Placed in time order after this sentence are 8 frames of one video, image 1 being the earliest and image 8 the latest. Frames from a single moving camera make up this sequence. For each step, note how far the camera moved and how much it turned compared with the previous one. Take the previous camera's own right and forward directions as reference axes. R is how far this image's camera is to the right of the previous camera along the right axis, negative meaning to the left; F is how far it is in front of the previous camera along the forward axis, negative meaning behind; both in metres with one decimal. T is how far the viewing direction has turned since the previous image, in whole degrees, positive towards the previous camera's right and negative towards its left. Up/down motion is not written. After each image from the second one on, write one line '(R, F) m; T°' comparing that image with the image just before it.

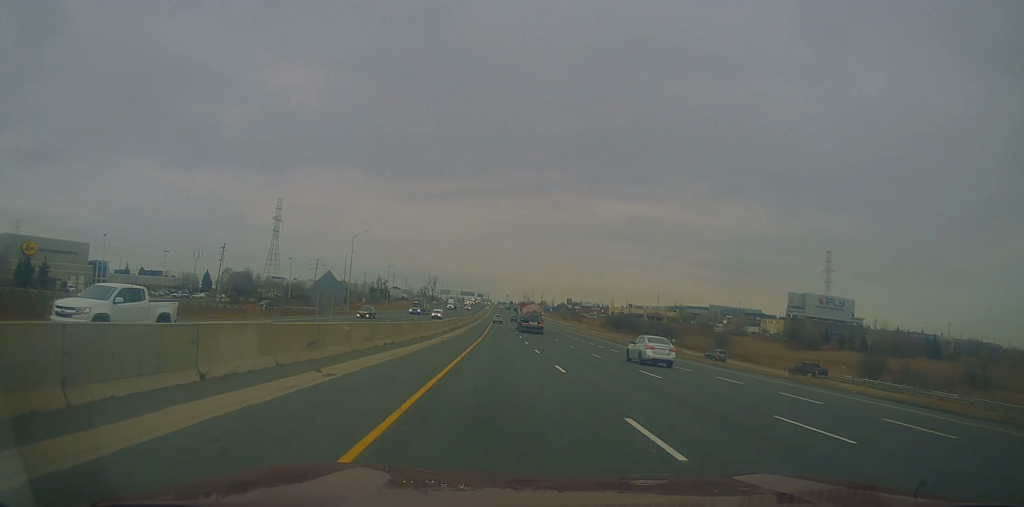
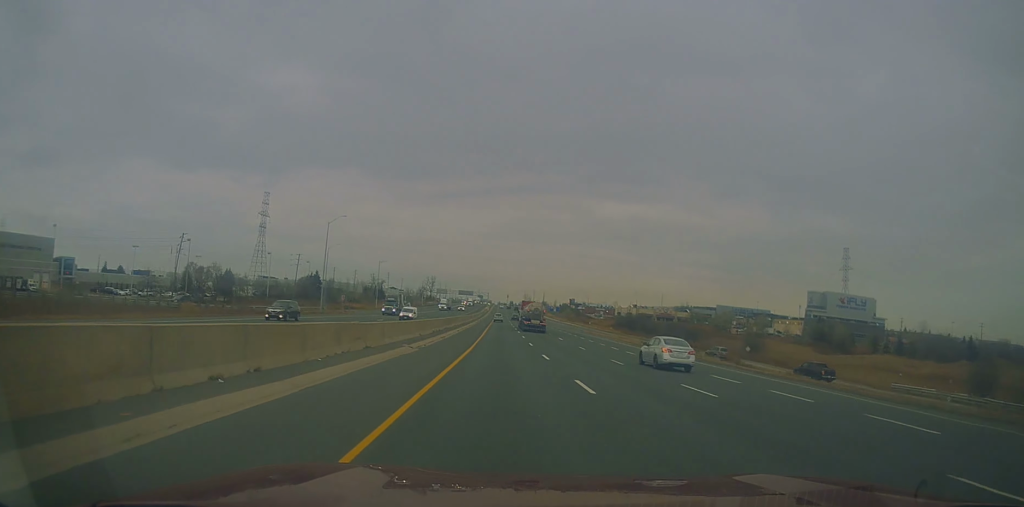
(-0.2, +17.8) m; 0°
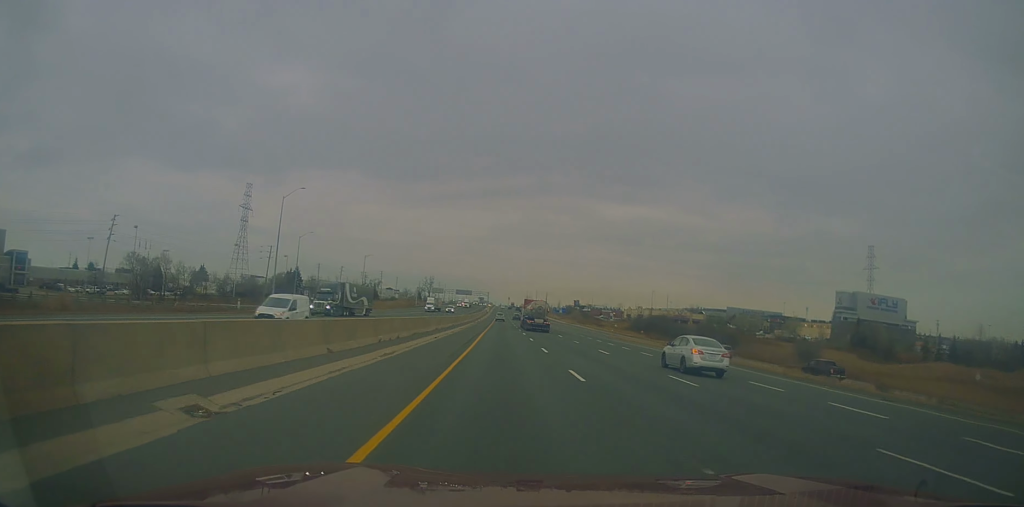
(0.0, +22.2) m; 0°
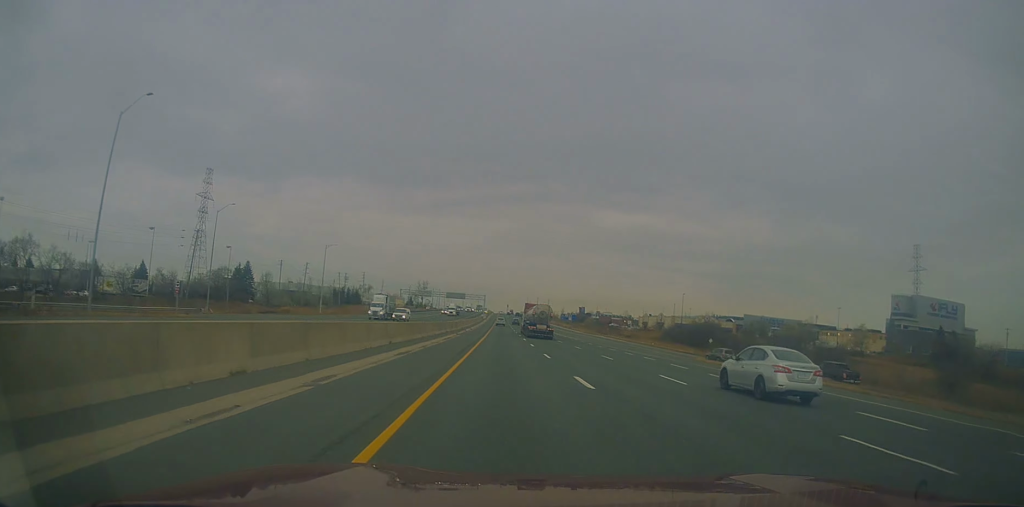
(+0.2, +37.9) m; 0°
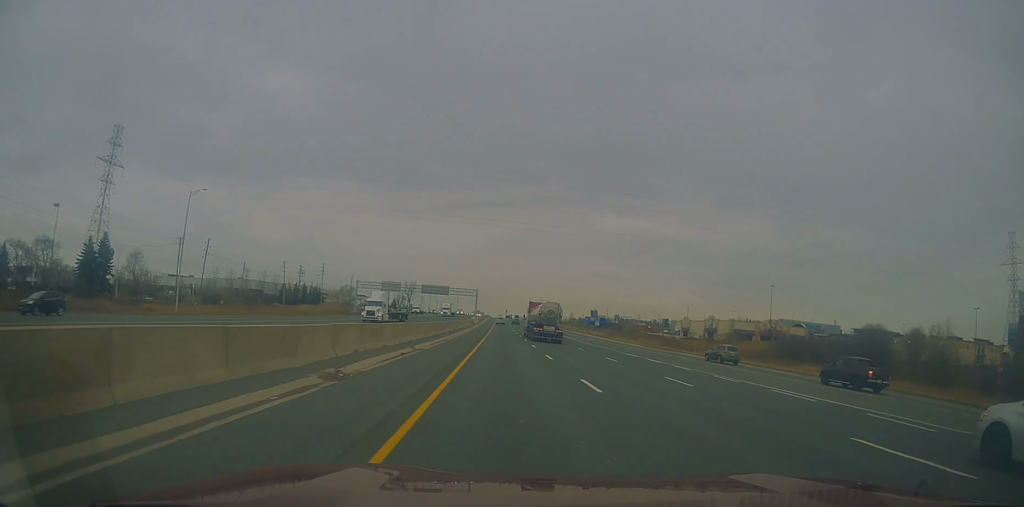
(-0.2, +62.0) m; 0°
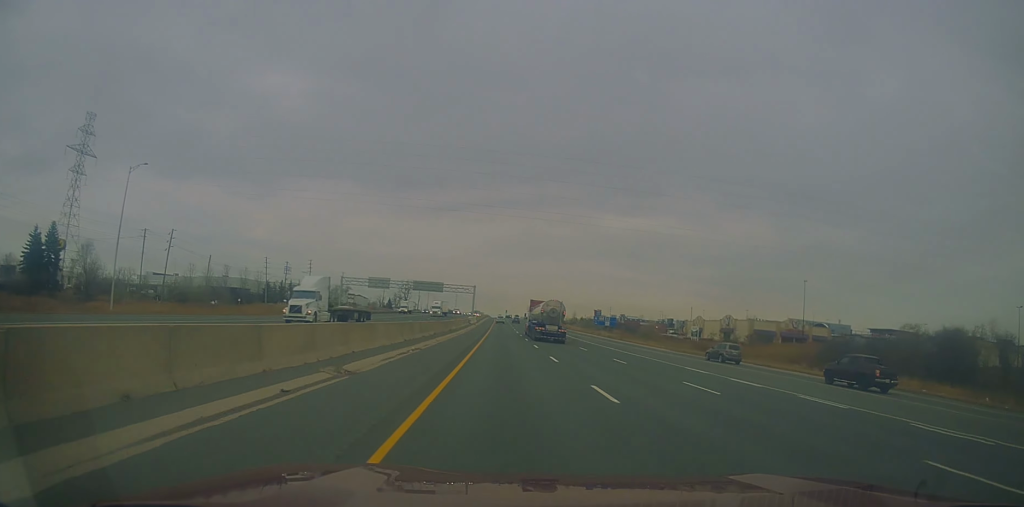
(-0.3, +14.3) m; 0°
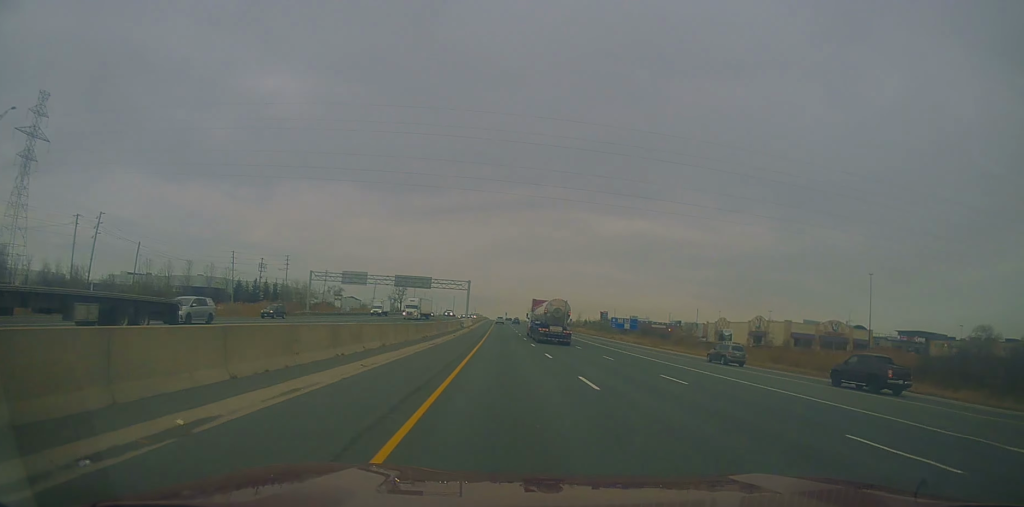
(+0.2, +21.8) m; 0°
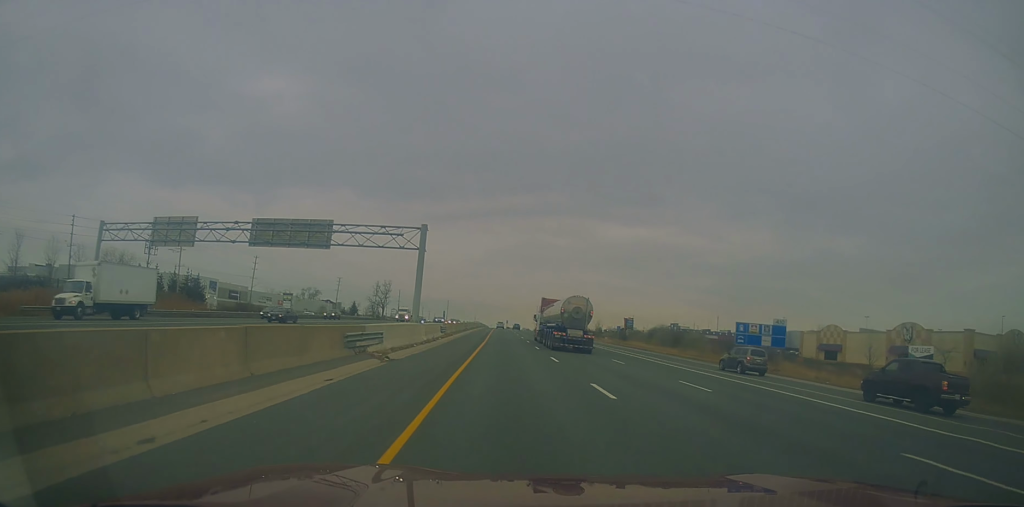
(-0.1, +62.9) m; 0°
